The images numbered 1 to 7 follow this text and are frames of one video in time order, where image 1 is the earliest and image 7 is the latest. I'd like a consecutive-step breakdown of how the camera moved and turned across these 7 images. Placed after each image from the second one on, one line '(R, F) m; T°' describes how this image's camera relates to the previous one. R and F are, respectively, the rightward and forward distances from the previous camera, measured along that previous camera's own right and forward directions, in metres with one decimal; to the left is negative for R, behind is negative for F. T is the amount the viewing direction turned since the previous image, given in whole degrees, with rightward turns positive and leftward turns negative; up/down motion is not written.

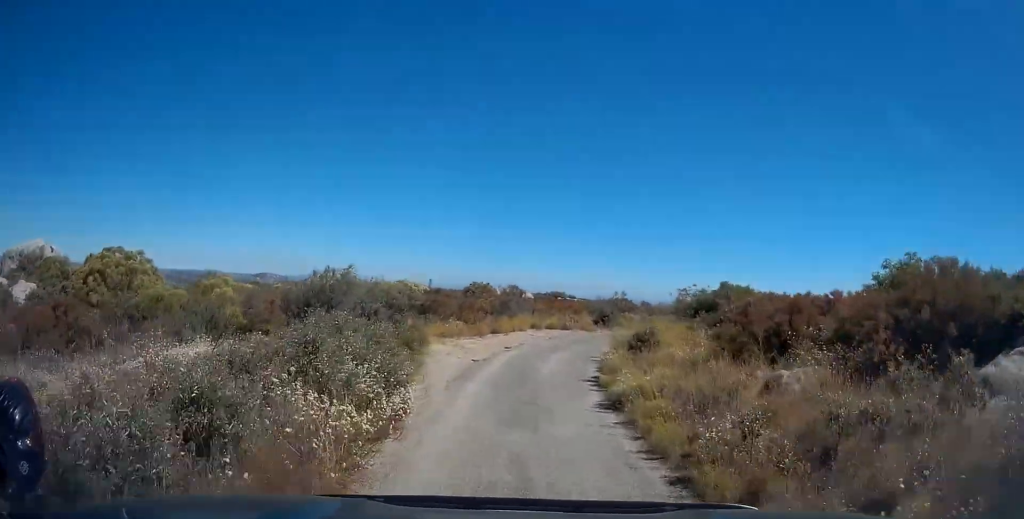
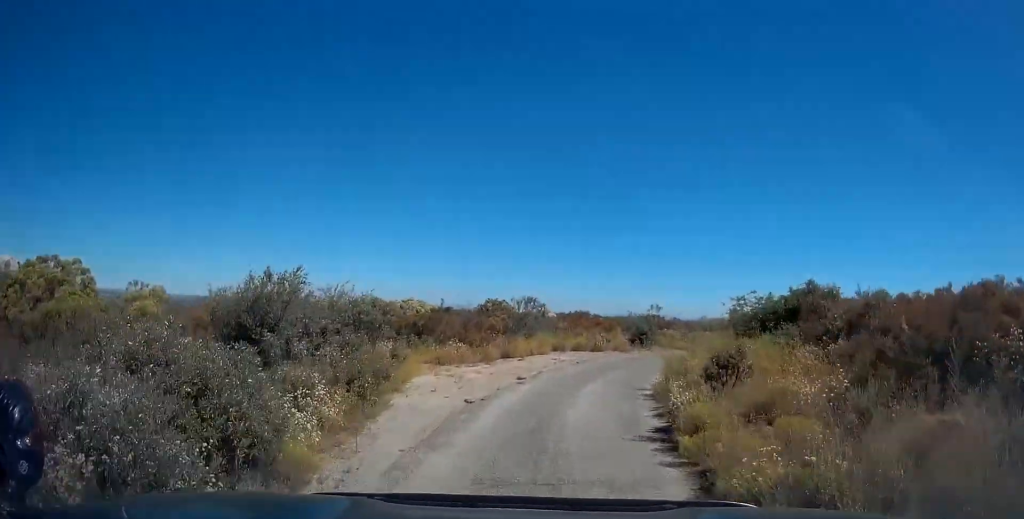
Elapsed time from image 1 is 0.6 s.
(-0.2, +6.2) m; -2°
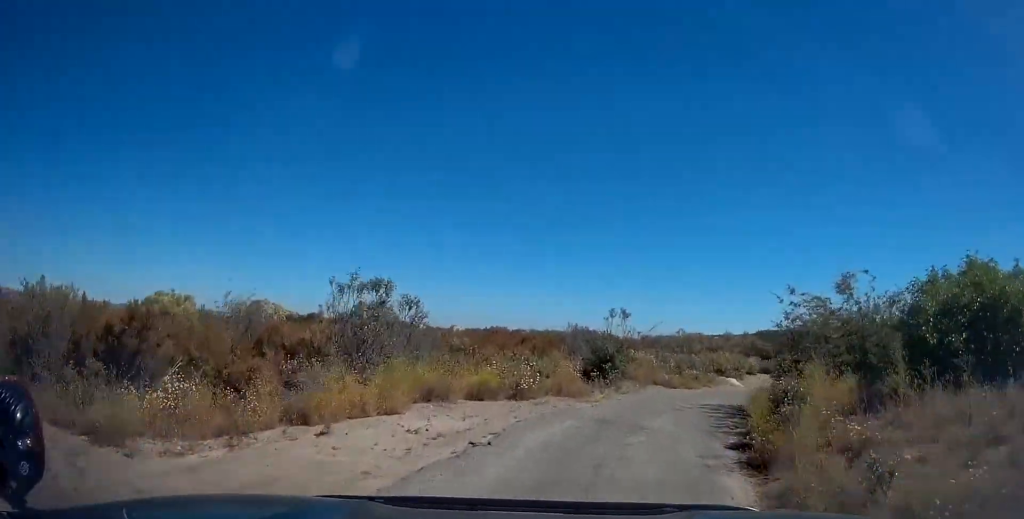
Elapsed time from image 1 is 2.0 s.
(-0.1, +15.0) m; +2°
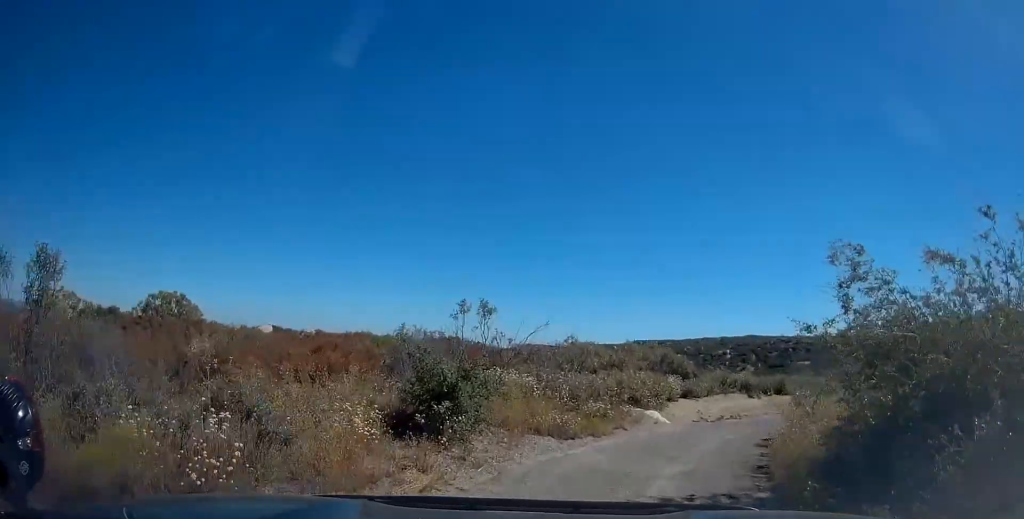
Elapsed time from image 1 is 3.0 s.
(+0.3, +9.4) m; +6°
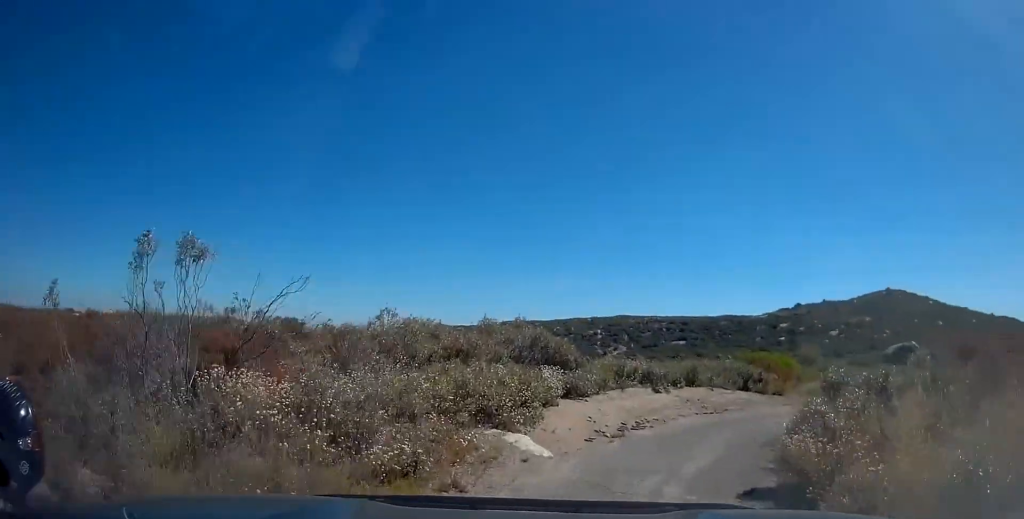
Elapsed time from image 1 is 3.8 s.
(+0.5, +8.0) m; +9°
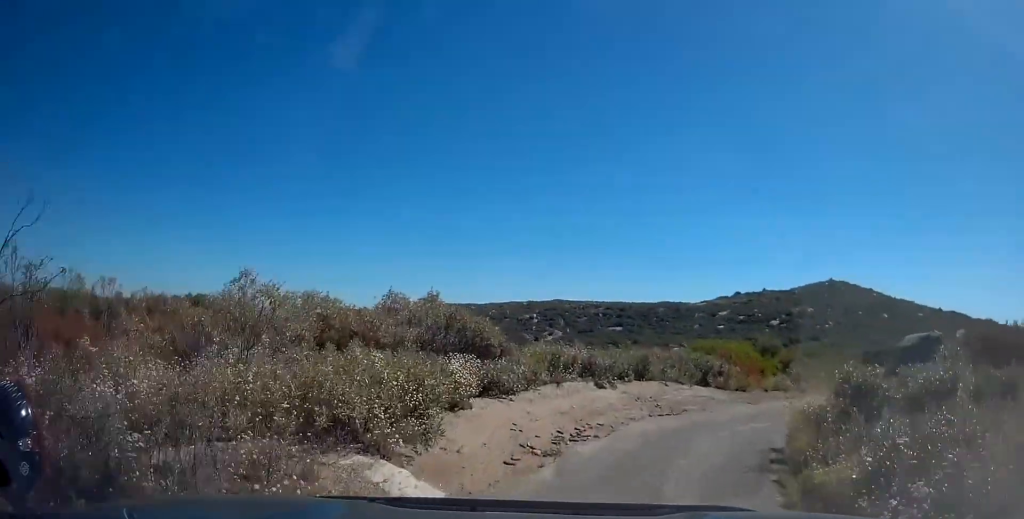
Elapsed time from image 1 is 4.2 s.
(-0.1, +4.0) m; +6°
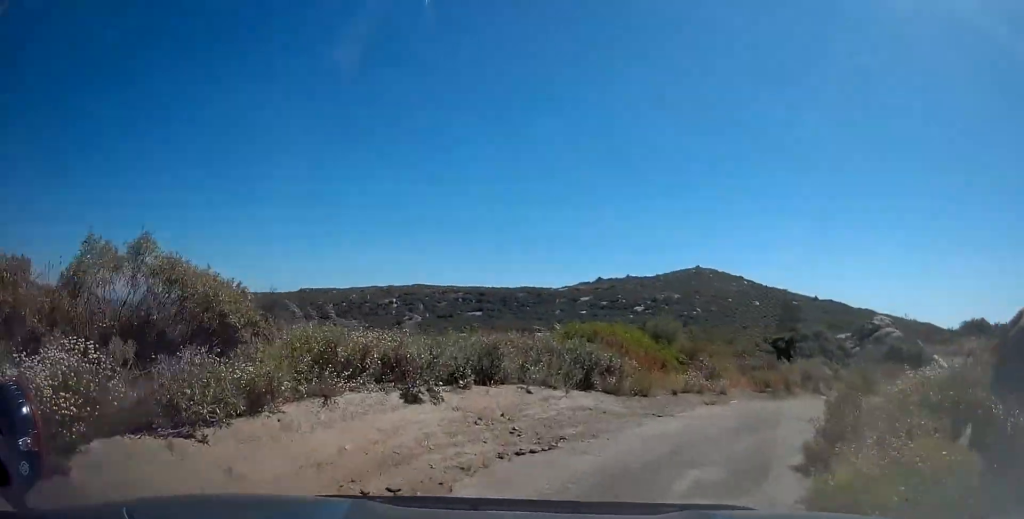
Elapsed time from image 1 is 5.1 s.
(+1.1, +7.5) m; +17°
